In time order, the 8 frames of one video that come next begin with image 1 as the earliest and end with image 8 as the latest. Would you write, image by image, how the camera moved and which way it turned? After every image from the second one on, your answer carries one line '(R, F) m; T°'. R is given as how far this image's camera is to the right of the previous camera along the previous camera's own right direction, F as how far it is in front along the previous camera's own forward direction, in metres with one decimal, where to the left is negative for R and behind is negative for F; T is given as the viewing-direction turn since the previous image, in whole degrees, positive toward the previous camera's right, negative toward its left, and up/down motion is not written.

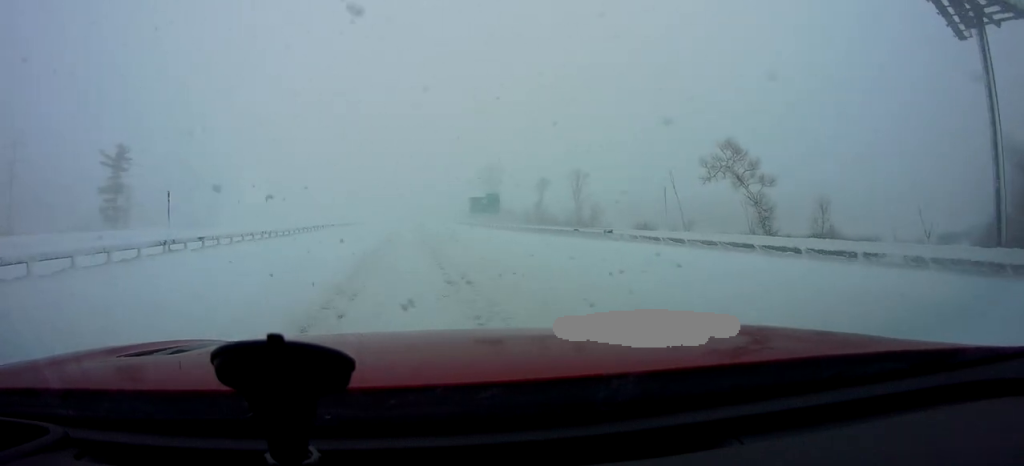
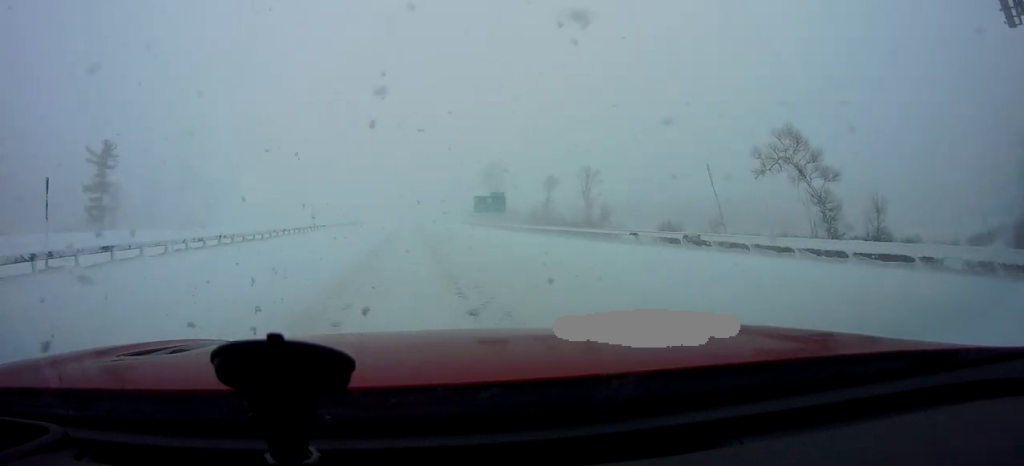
(0.0, +7.0) m; 0°
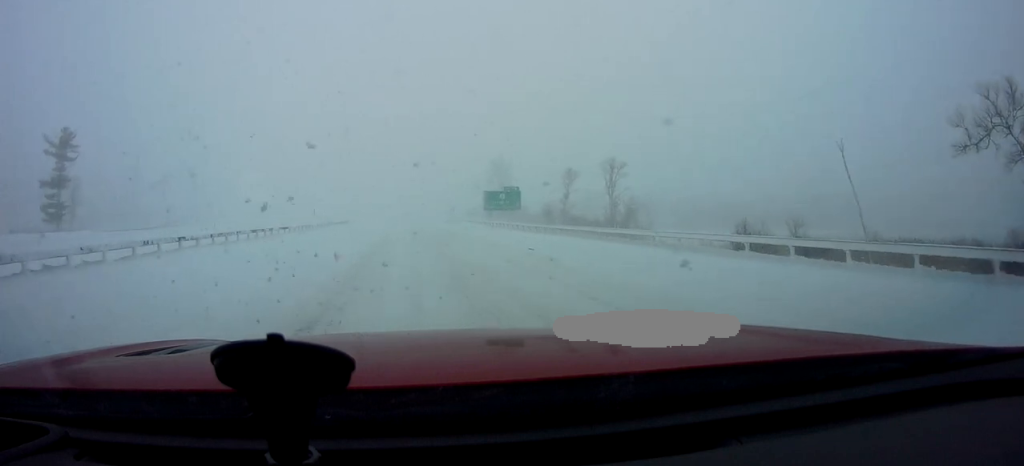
(0.0, +16.4) m; 0°
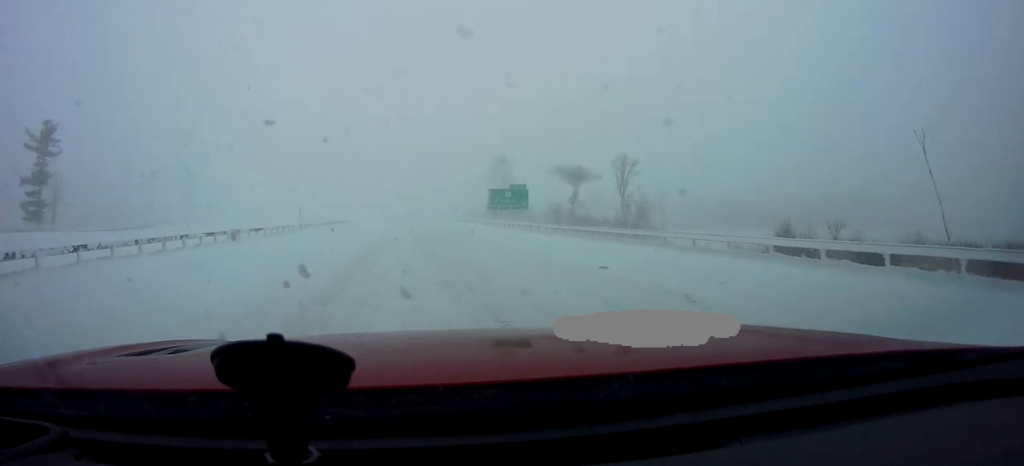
(0.0, +6.5) m; 0°
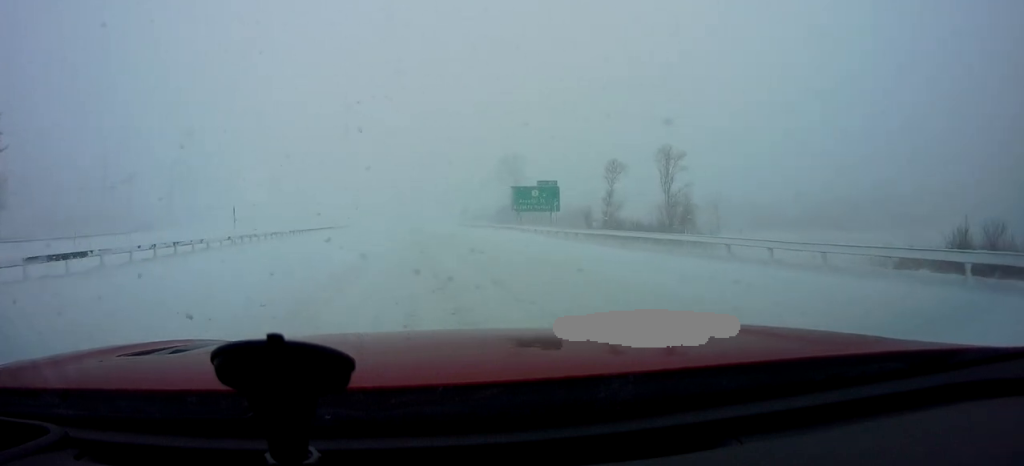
(-0.1, +18.6) m; 0°
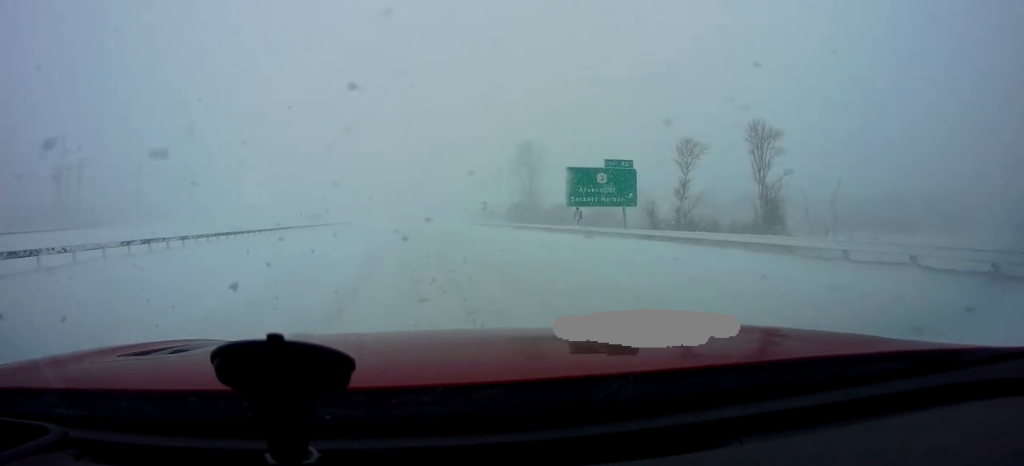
(0.0, +26.4) m; -2°
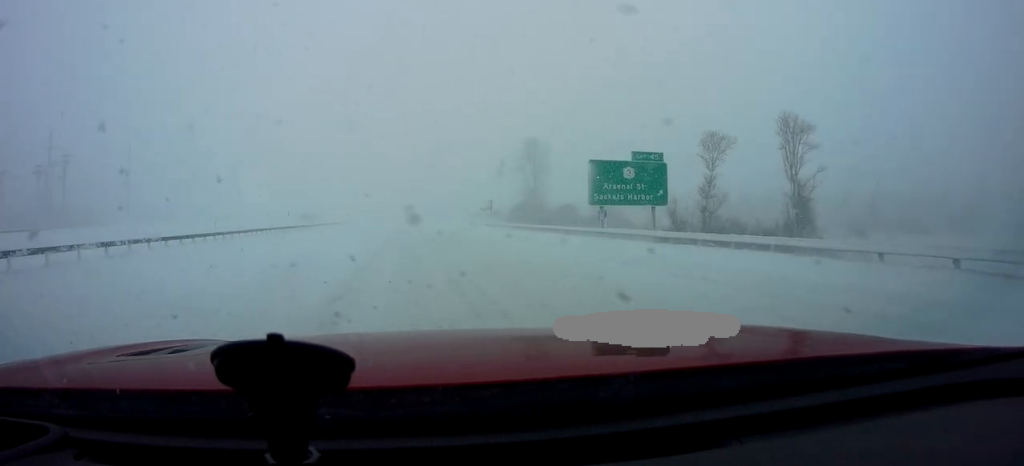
(-0.3, +6.5) m; 0°
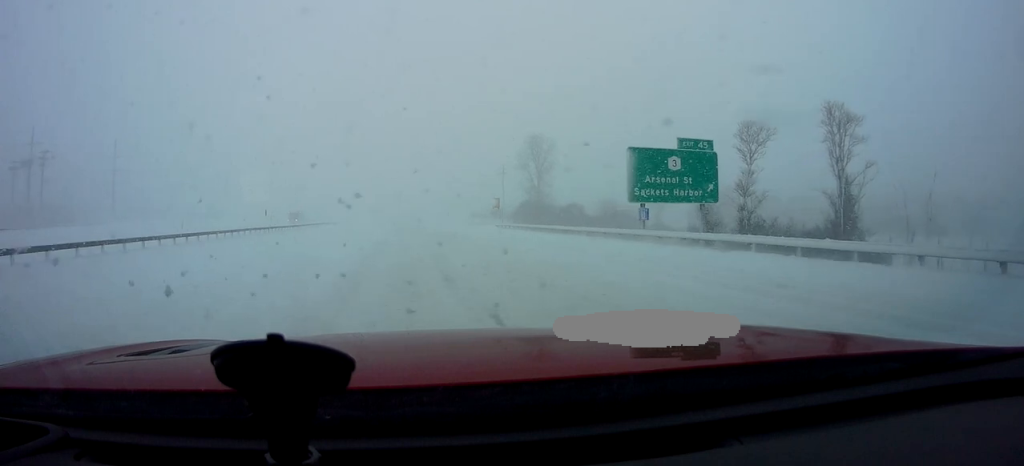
(-0.2, +8.4) m; 0°
